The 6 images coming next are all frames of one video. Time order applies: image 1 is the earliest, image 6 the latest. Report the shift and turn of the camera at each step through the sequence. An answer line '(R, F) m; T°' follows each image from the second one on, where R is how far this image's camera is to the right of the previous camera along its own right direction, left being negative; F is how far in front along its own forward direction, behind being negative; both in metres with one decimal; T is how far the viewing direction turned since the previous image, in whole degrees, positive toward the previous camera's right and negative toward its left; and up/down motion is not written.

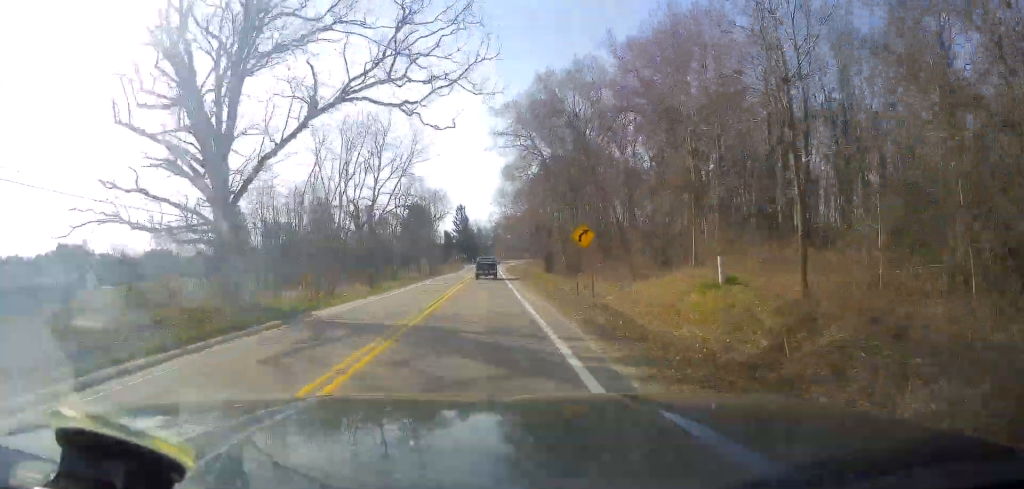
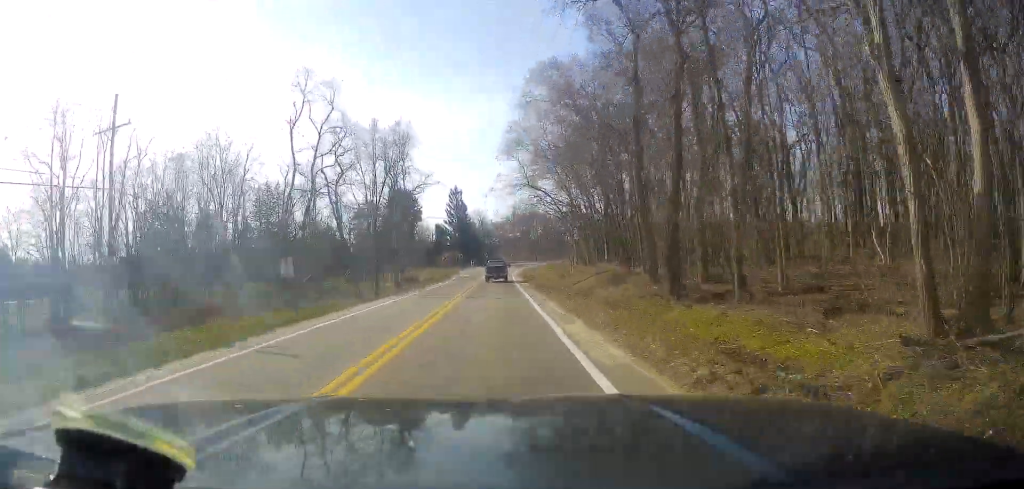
(-0.5, +51.2) m; -1°
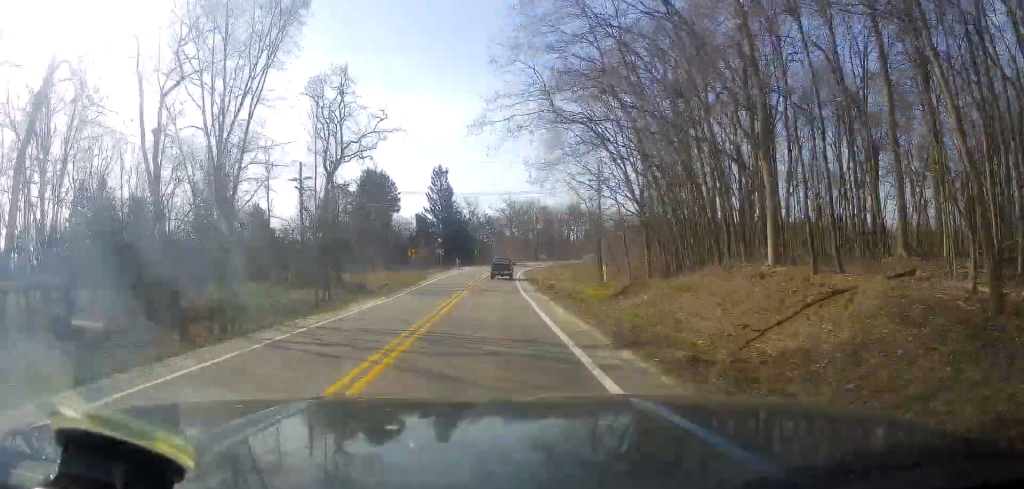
(+0.4, +30.3) m; +1°
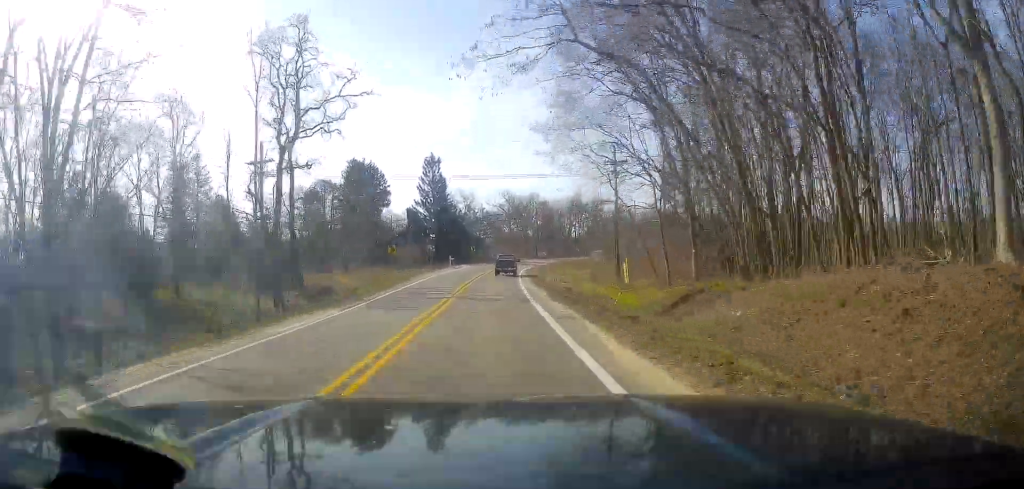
(0.0, +10.4) m; 0°
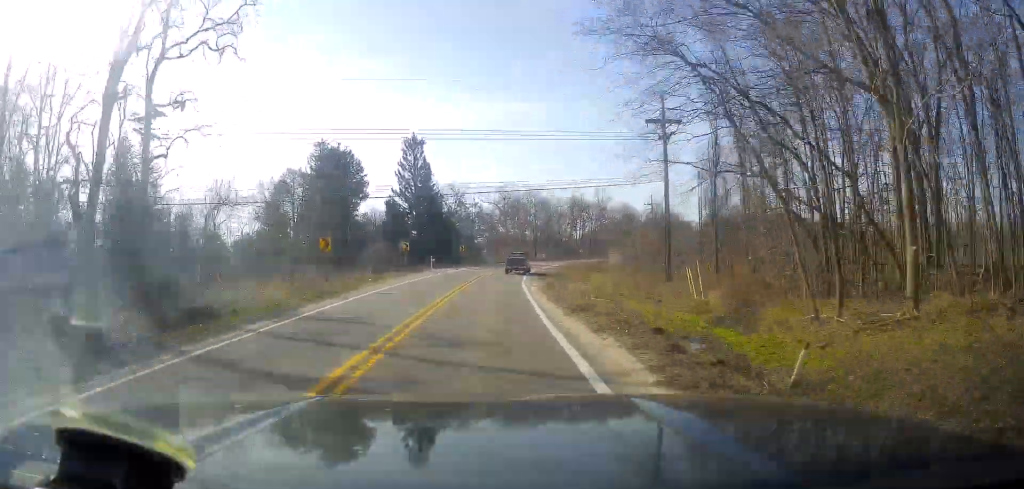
(0.0, +18.4) m; 0°
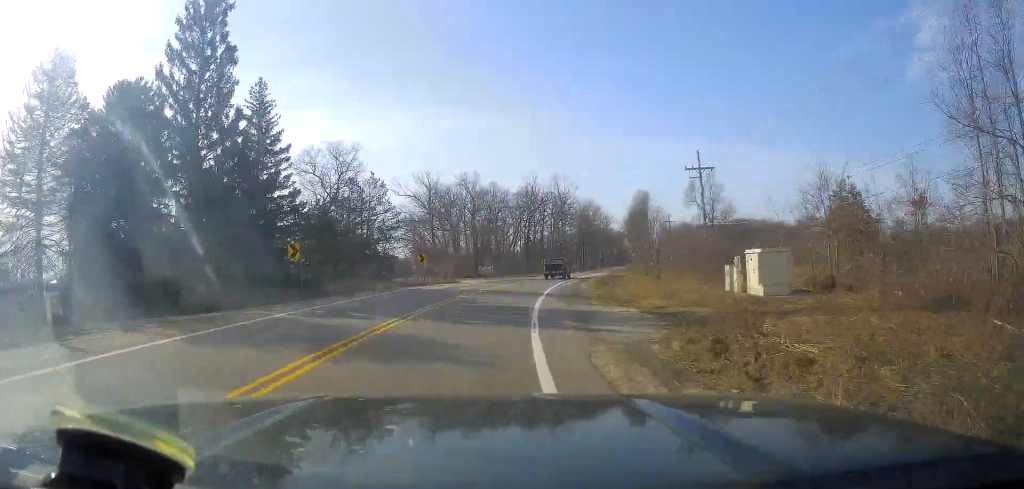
(+2.1, +54.7) m; +7°
